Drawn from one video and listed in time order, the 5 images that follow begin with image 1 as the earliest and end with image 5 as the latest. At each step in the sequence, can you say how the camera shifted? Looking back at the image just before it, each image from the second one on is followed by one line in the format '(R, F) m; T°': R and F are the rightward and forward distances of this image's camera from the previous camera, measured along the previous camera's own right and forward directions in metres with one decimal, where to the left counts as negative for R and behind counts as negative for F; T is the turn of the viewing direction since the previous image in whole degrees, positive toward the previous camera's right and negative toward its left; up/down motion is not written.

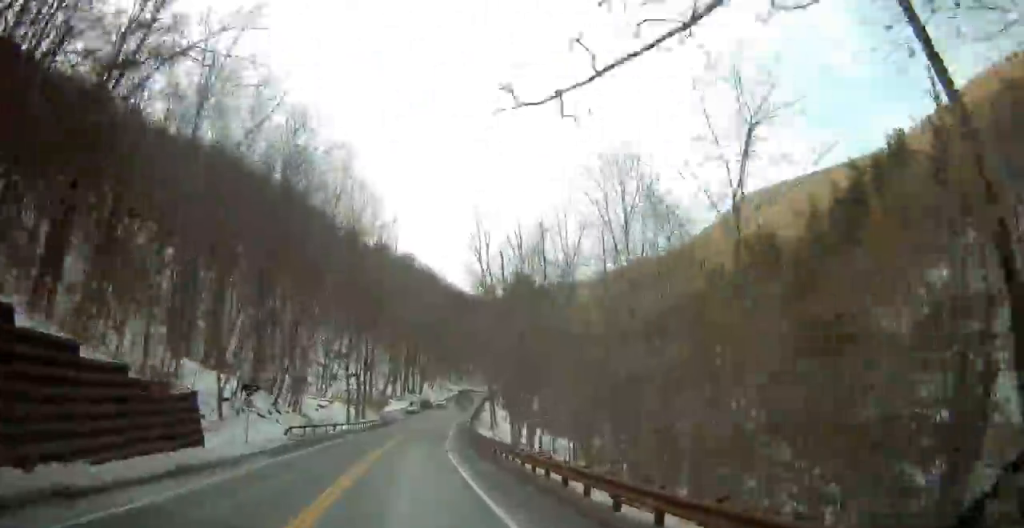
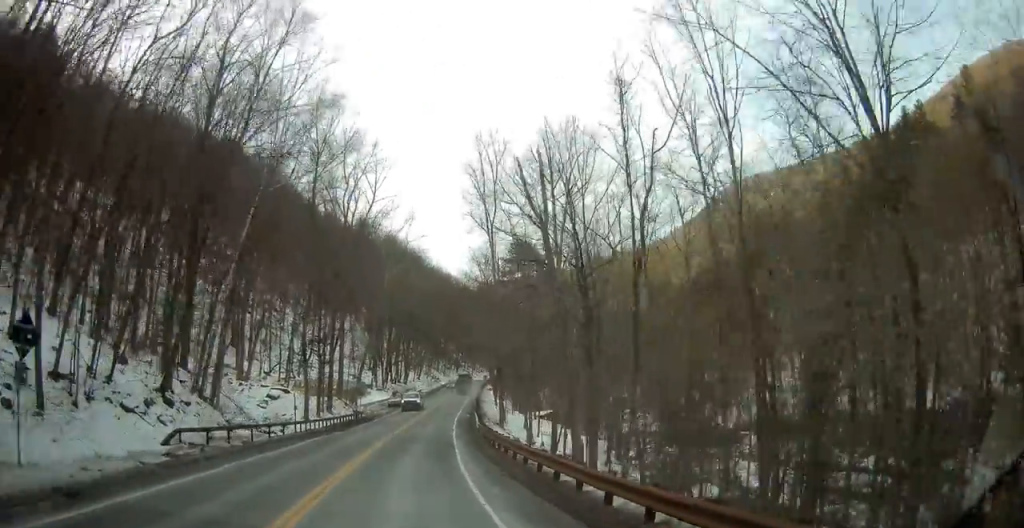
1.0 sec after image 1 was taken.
(+0.3, +17.3) m; +1°
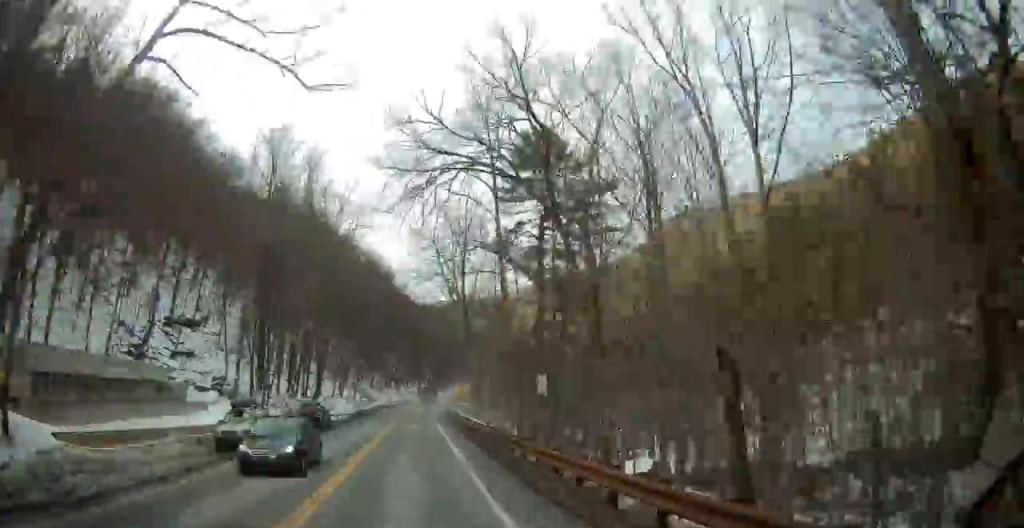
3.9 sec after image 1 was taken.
(+2.5, +49.0) m; +7°
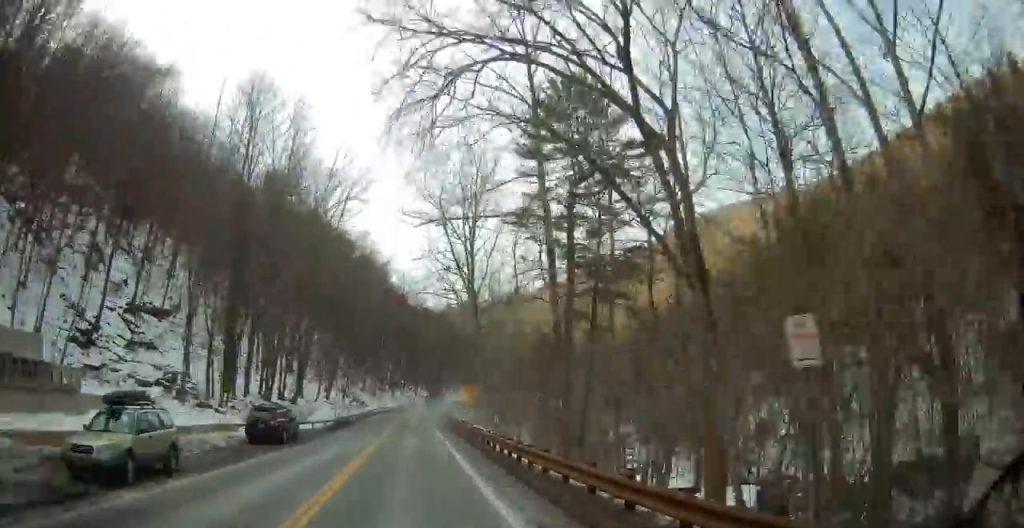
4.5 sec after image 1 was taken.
(+0.2, +10.8) m; +1°
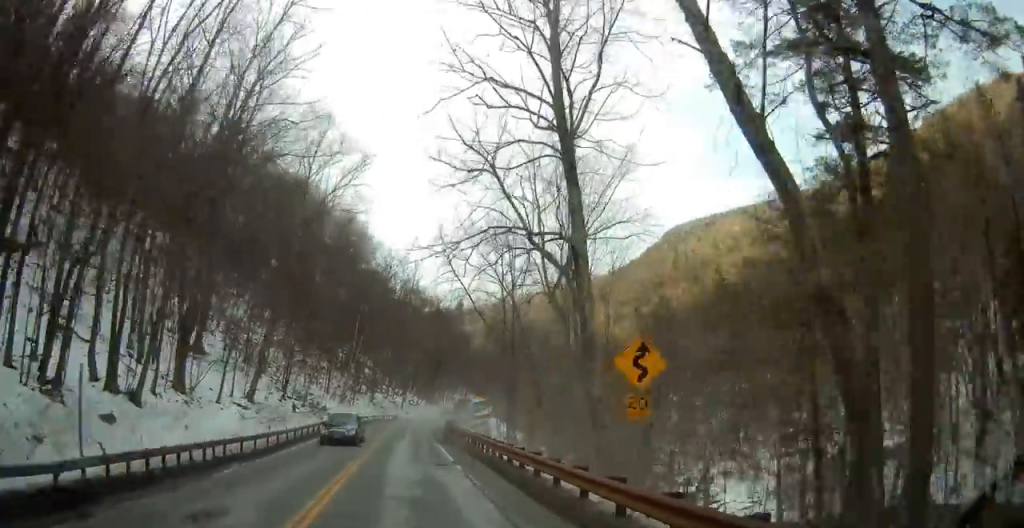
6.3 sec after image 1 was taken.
(+0.4, +32.4) m; +1°
